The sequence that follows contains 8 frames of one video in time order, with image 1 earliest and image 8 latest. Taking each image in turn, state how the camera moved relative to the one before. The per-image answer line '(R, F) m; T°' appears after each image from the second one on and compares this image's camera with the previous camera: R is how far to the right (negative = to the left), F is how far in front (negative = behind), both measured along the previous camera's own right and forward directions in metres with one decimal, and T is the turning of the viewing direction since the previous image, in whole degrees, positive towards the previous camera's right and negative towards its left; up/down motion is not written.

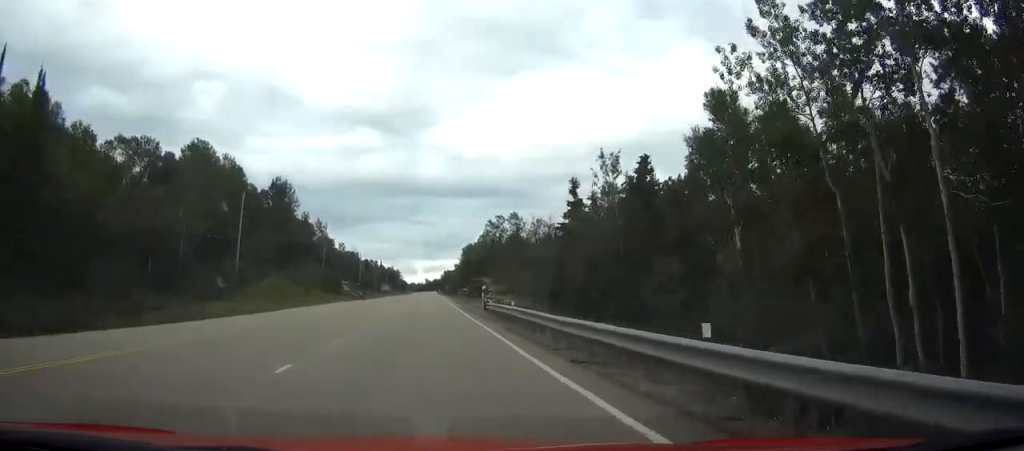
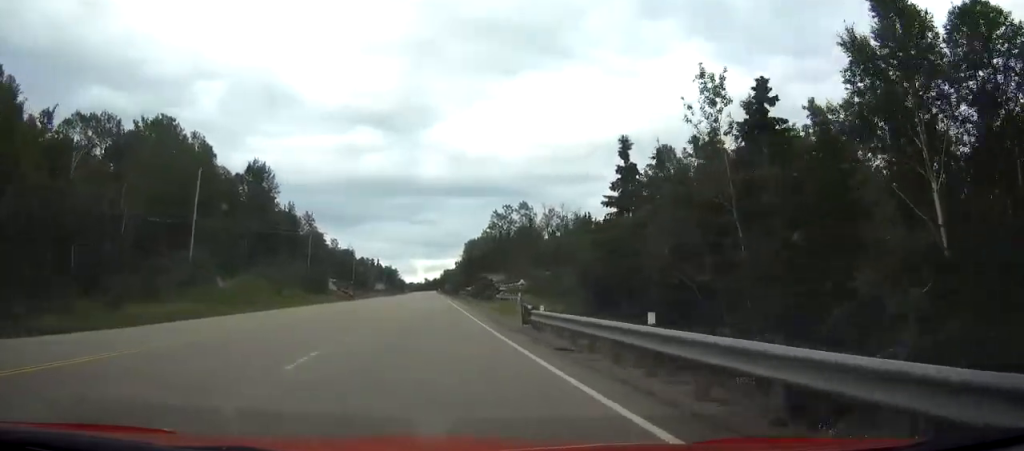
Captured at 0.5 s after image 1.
(0.0, +16.8) m; 0°
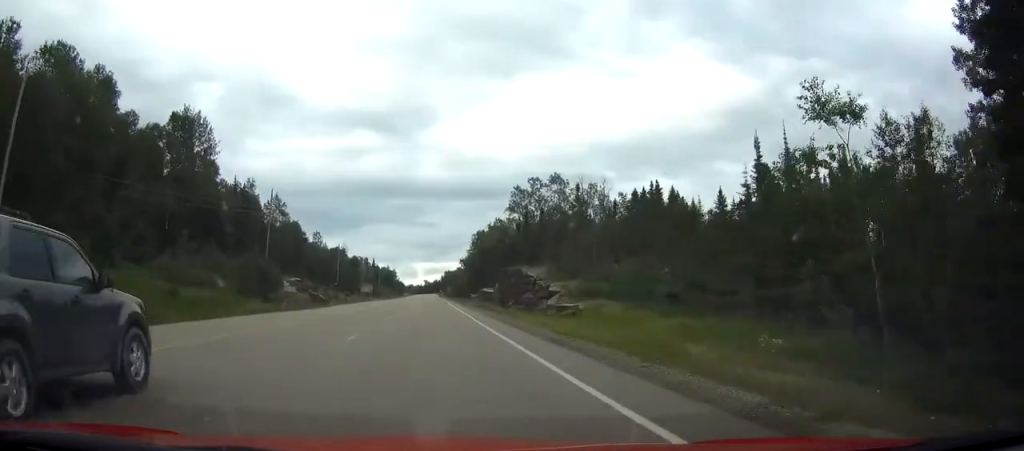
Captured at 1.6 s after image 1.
(0.0, +34.8) m; 0°
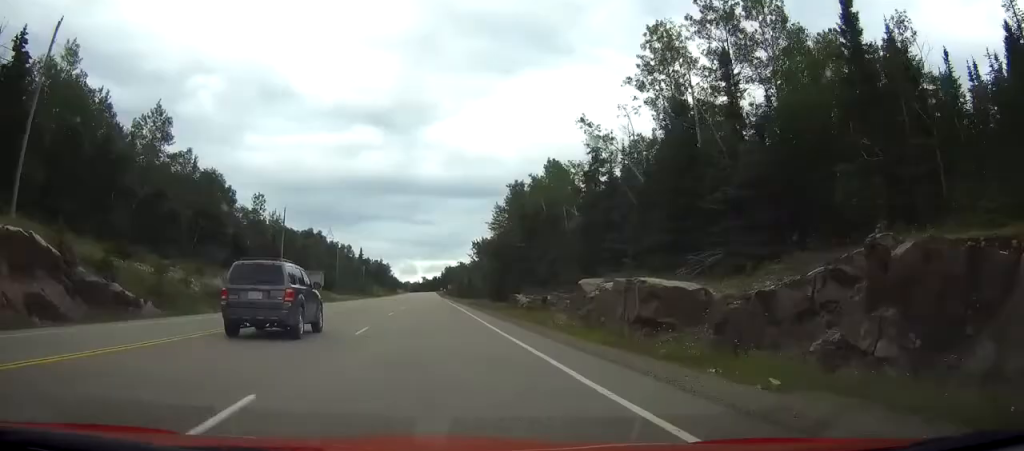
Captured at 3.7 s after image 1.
(0.0, +64.8) m; 0°
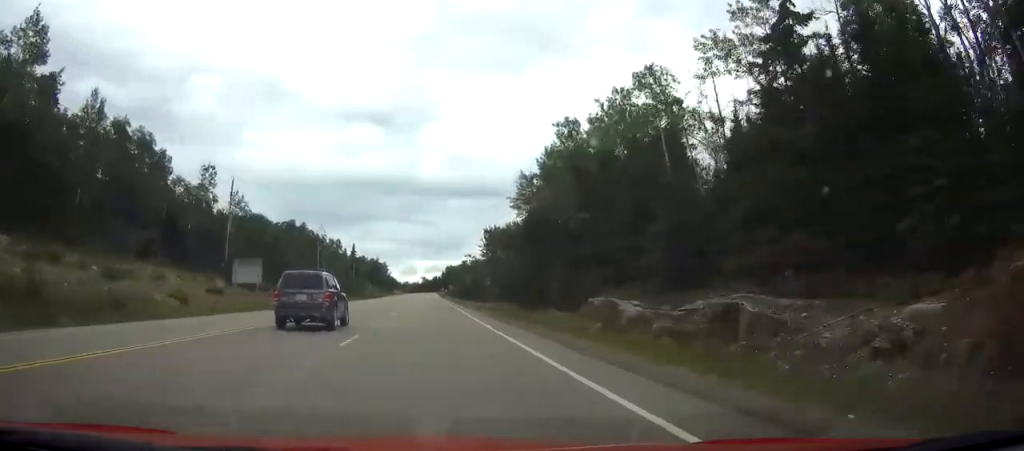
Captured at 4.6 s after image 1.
(0.0, +30.0) m; 0°
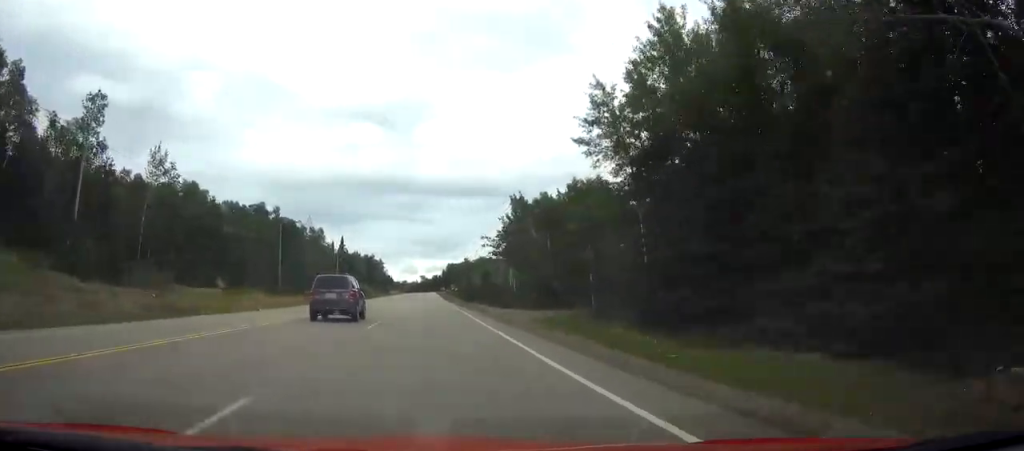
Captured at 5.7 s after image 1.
(0.0, +36.7) m; 0°
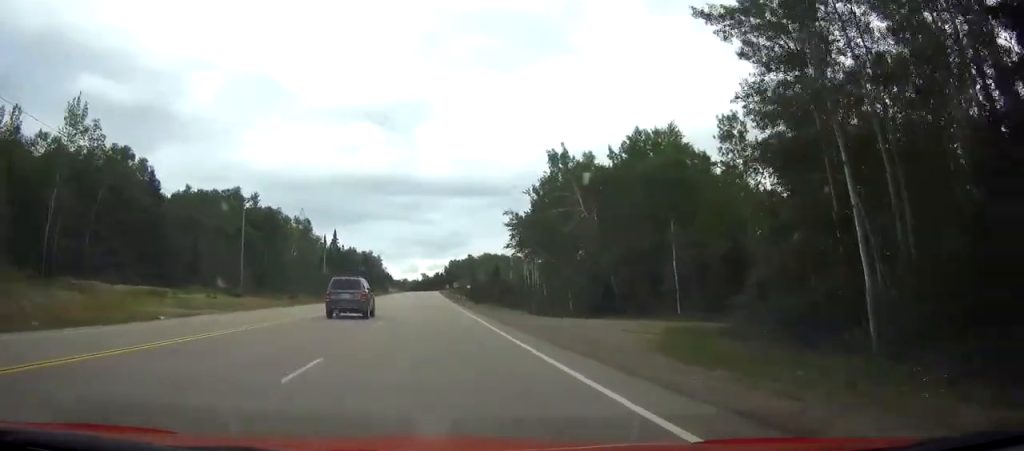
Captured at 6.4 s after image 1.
(0.0, +22.8) m; 0°
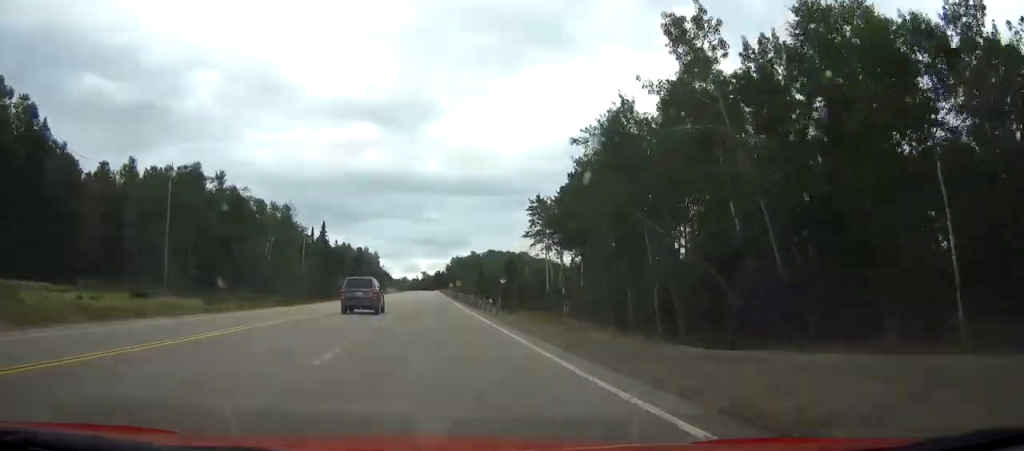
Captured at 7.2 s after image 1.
(0.0, +26.2) m; 0°
